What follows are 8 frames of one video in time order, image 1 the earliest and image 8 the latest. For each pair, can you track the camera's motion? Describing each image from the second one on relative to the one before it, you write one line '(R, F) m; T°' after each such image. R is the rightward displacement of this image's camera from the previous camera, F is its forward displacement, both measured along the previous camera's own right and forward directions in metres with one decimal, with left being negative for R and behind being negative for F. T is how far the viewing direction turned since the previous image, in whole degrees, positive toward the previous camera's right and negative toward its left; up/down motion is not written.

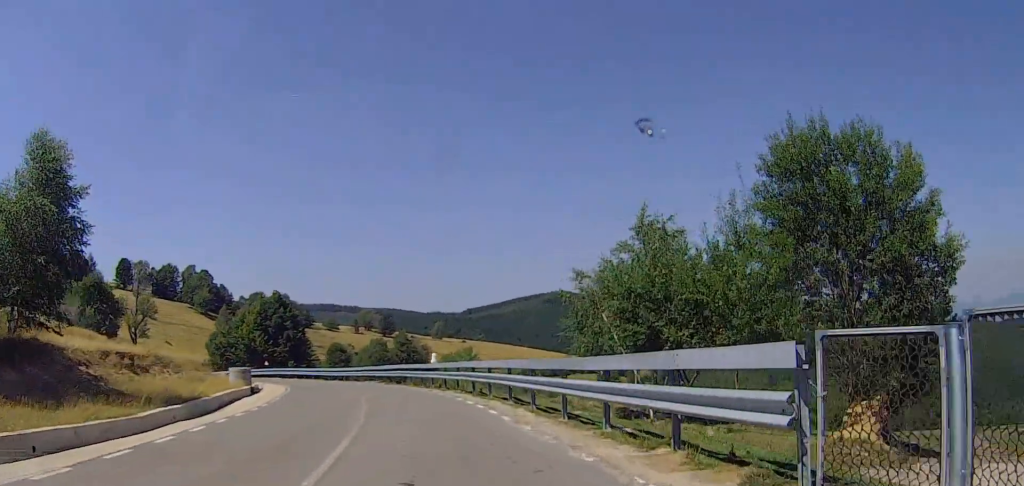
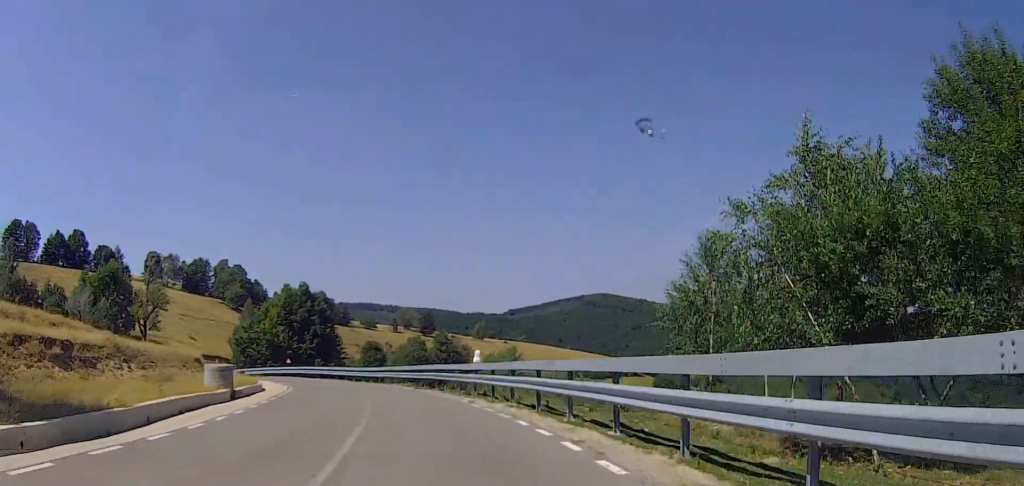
(-0.4, +8.9) m; -5°
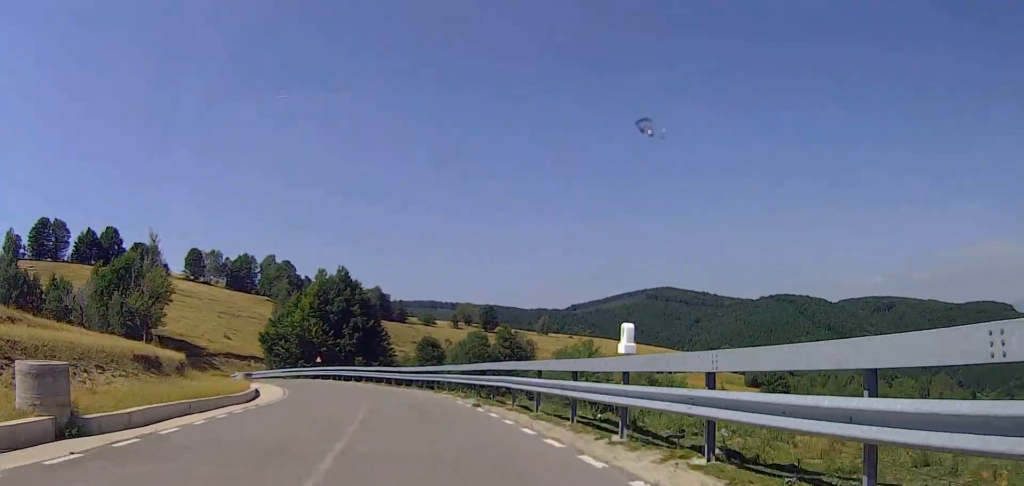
(-1.2, +16.8) m; -8°
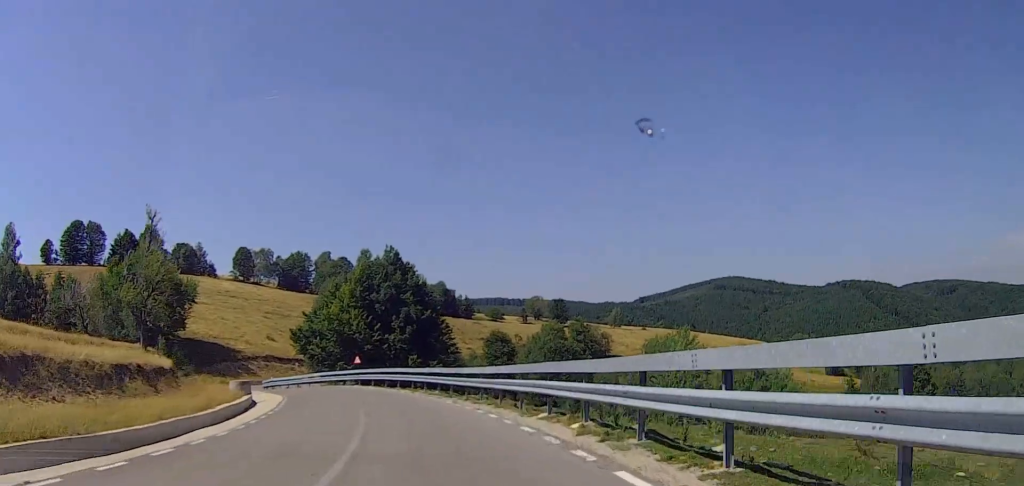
(-0.9, +16.9) m; -5°
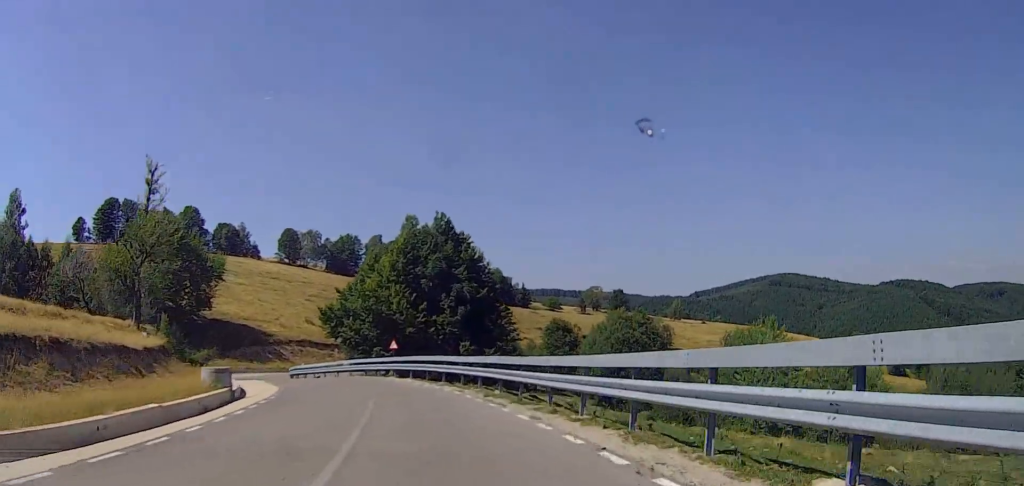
(-0.3, +12.1) m; -2°
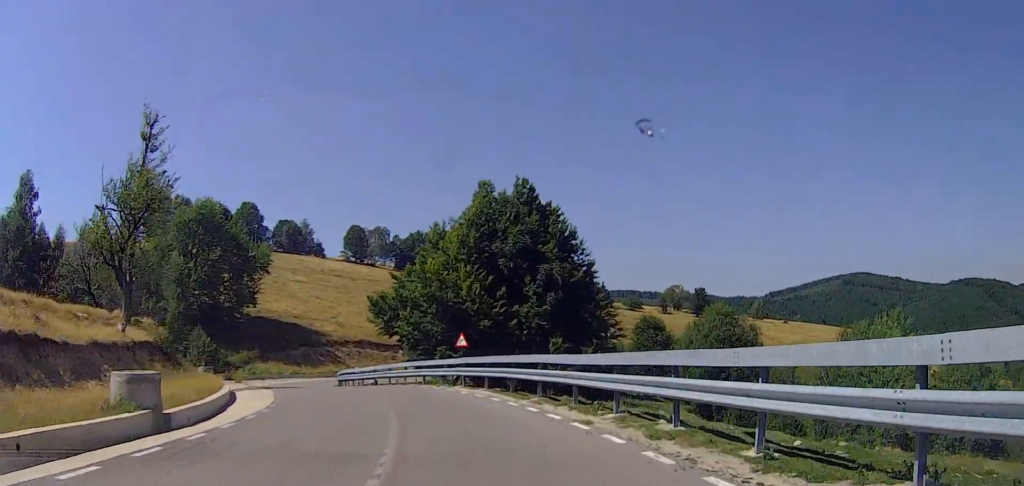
(-0.2, +11.2) m; -4°
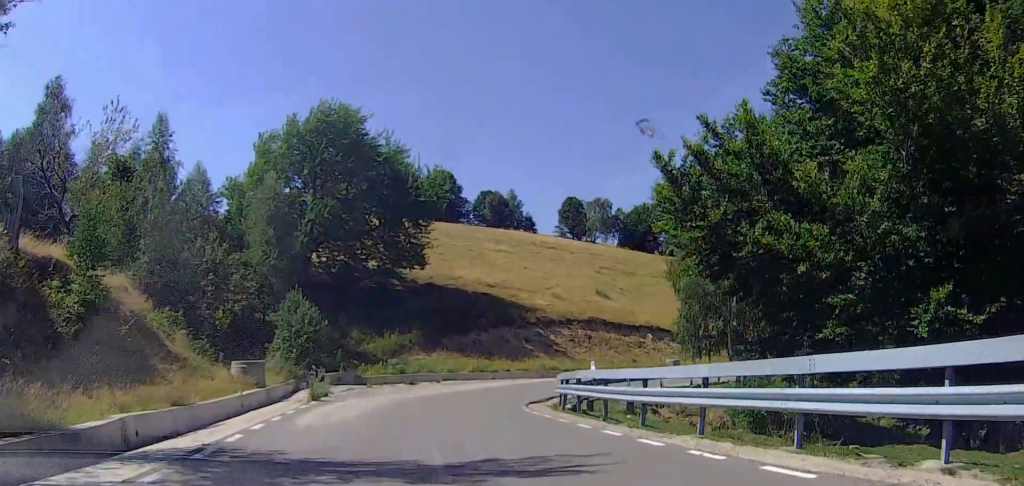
(-4.8, +26.8) m; -17°
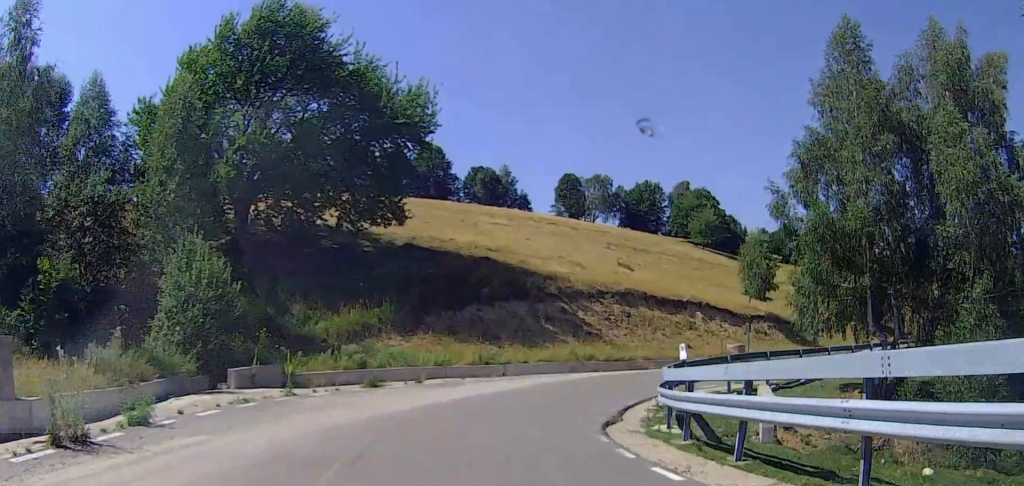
(-0.2, +14.8) m; +1°
